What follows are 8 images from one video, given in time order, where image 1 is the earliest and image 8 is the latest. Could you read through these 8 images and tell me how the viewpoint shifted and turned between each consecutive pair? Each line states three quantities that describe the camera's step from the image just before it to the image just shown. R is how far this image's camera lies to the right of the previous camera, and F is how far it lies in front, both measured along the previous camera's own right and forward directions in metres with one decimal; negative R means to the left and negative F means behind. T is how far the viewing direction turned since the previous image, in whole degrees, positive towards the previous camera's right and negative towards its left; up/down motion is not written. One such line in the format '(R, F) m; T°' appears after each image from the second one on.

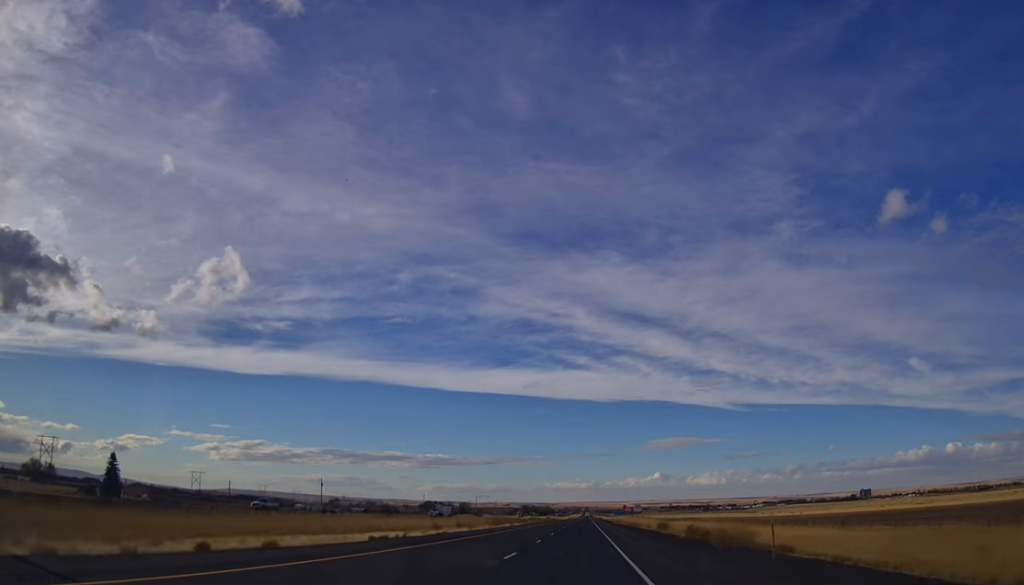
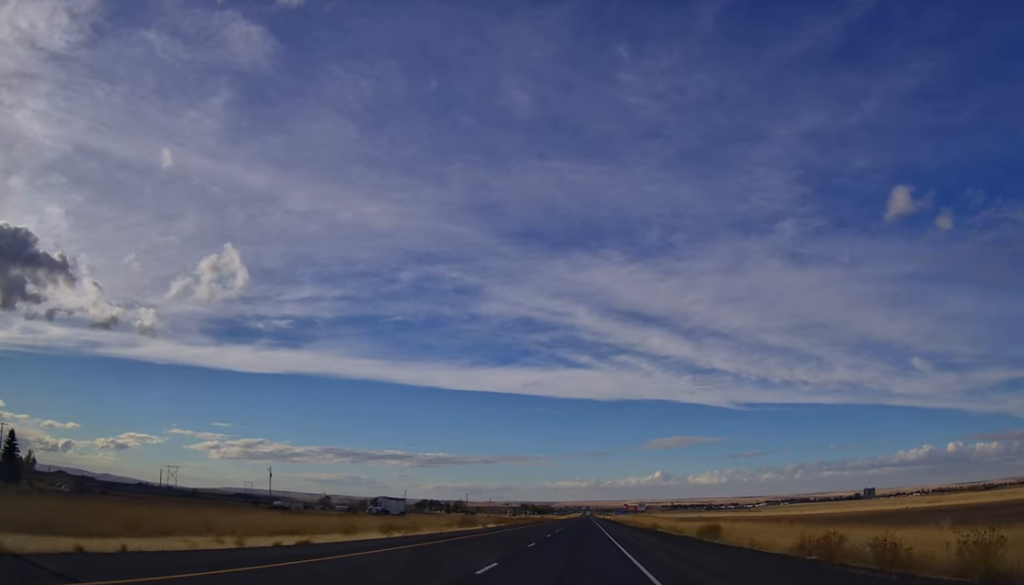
(-0.2, +30.0) m; -1°
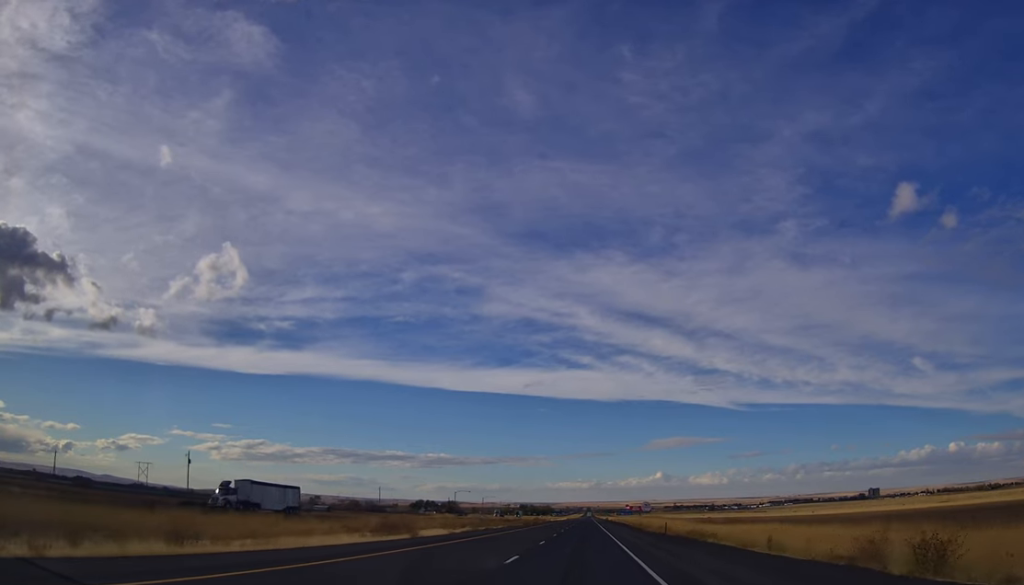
(-0.3, +33.1) m; 0°
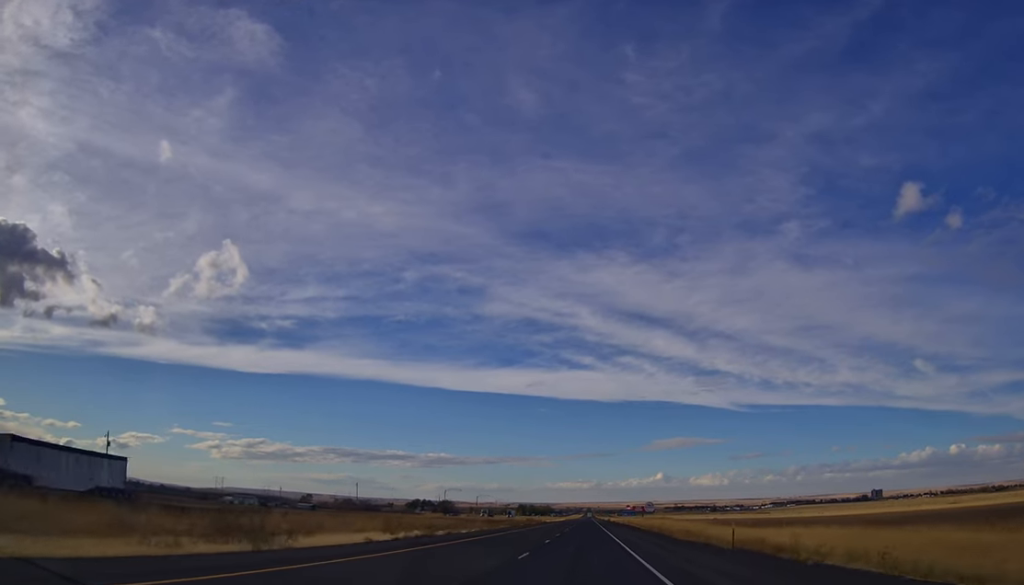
(+0.1, +22.7) m; 0°
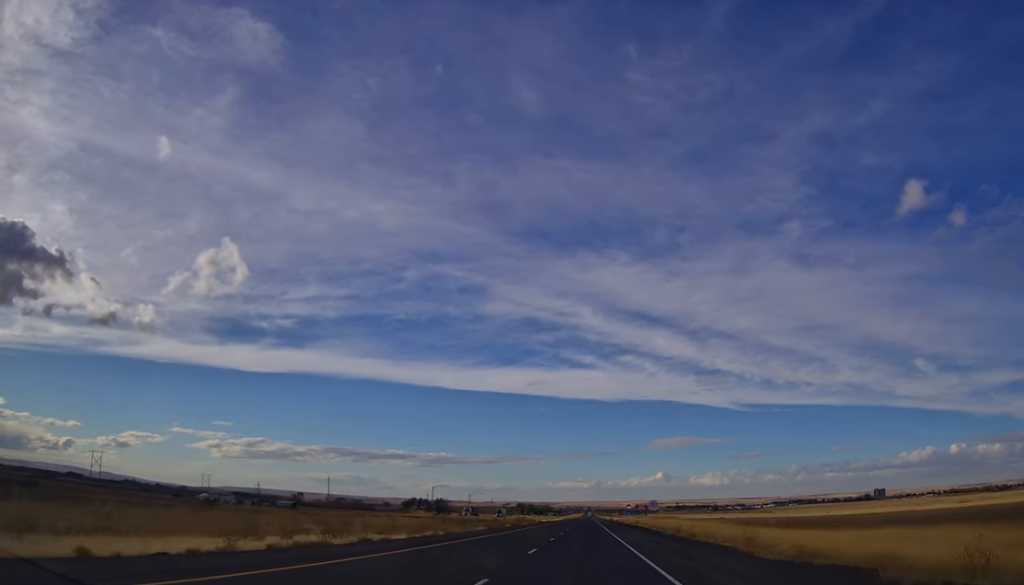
(+0.2, +22.7) m; 0°
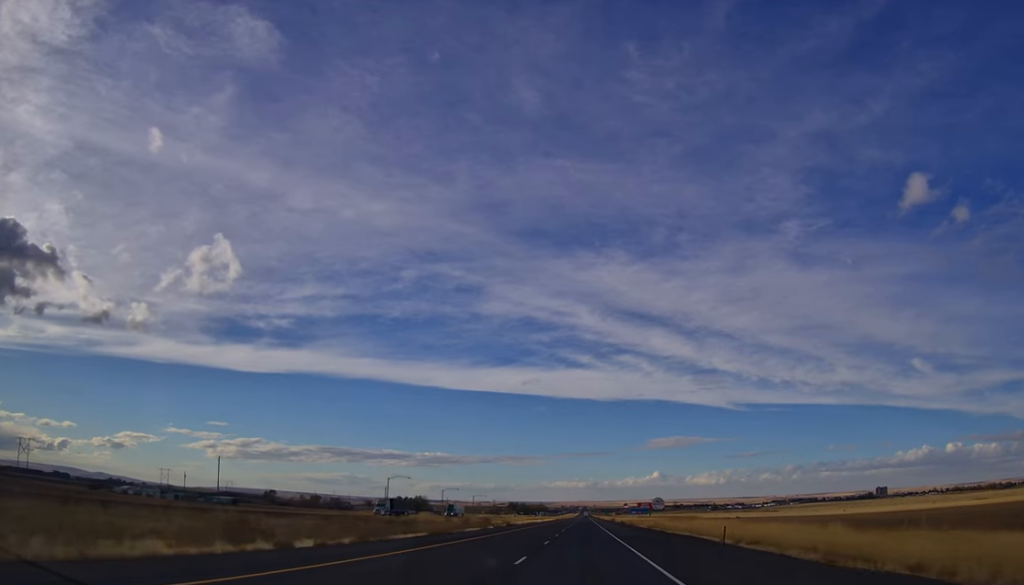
(+0.4, +53.9) m; +1°
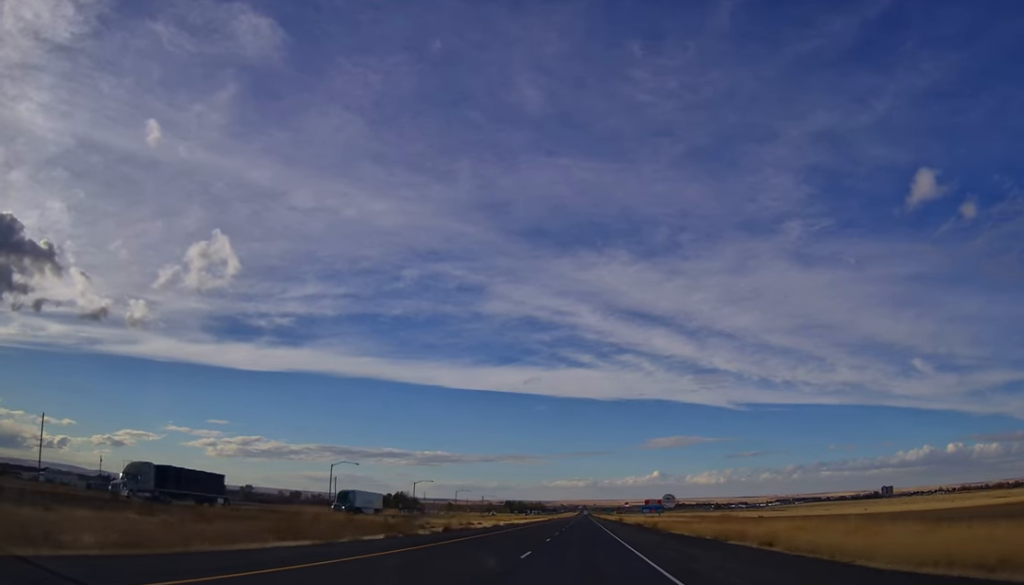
(-0.8, +46.9) m; -1°
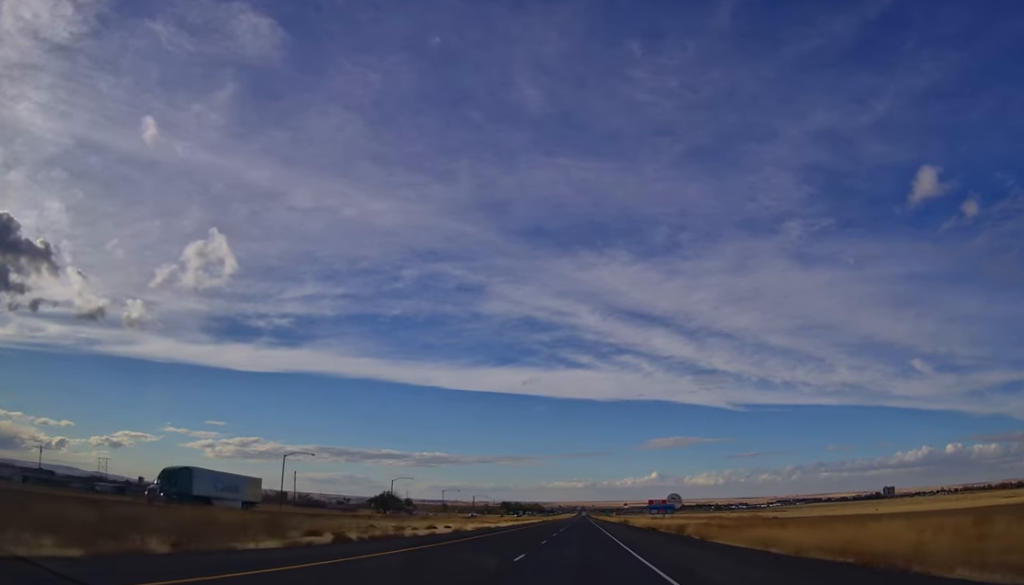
(-0.2, +25.4) m; +1°
